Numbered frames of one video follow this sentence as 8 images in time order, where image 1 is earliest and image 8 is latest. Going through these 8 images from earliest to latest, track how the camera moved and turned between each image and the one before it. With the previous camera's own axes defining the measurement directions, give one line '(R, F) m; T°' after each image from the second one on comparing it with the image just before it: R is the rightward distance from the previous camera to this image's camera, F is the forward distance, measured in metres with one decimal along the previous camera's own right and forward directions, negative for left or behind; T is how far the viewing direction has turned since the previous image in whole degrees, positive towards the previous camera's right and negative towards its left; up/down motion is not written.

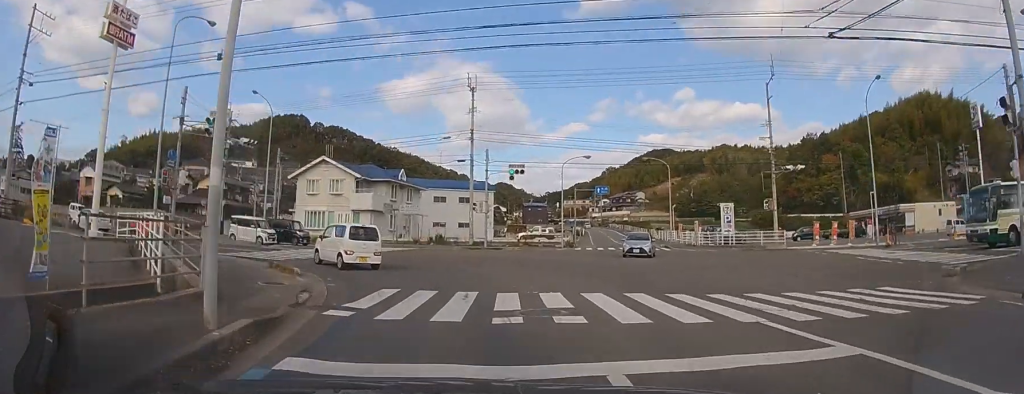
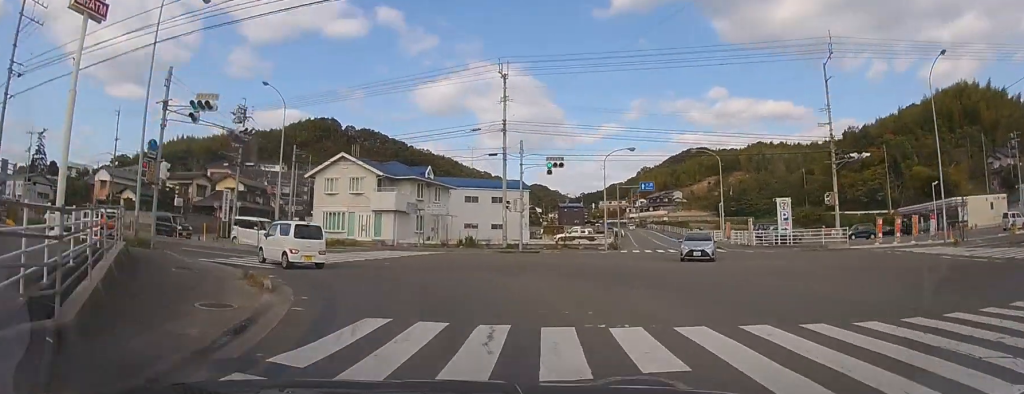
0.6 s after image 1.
(0.0, +4.5) m; -2°
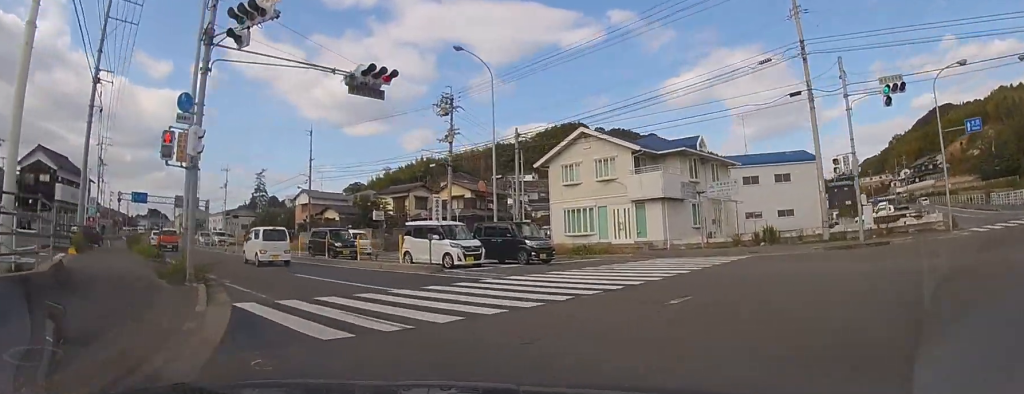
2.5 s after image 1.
(-1.9, +13.0) m; -23°
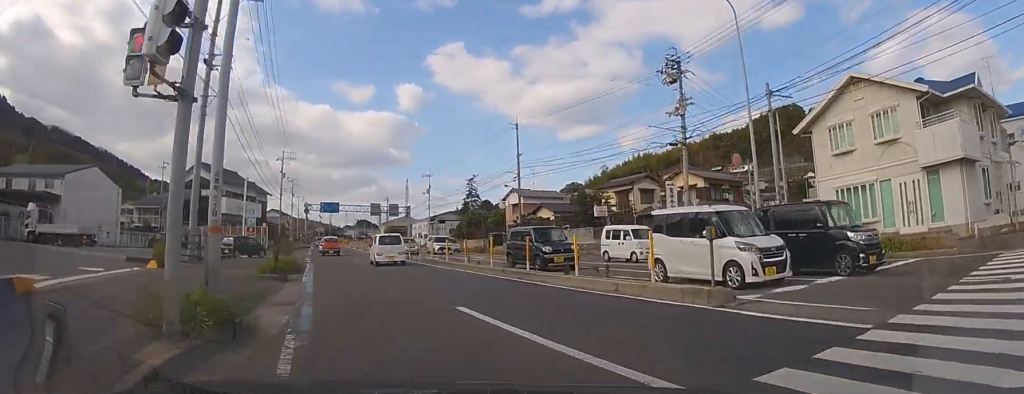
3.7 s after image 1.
(-1.6, +7.8) m; -22°
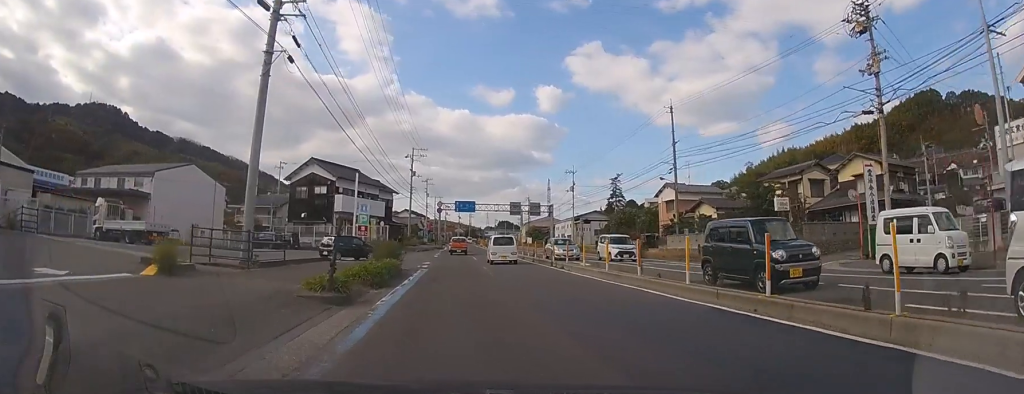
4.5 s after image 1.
(-0.8, +6.2) m; -16°
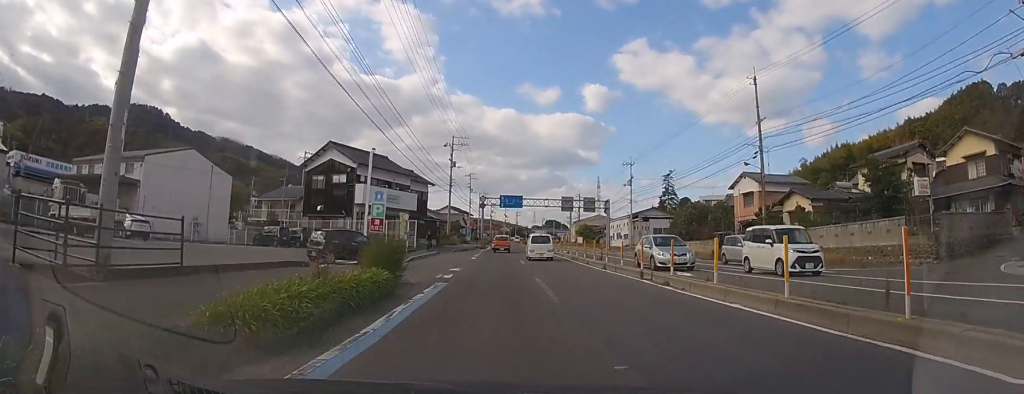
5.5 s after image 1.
(-1.1, +7.8) m; -12°
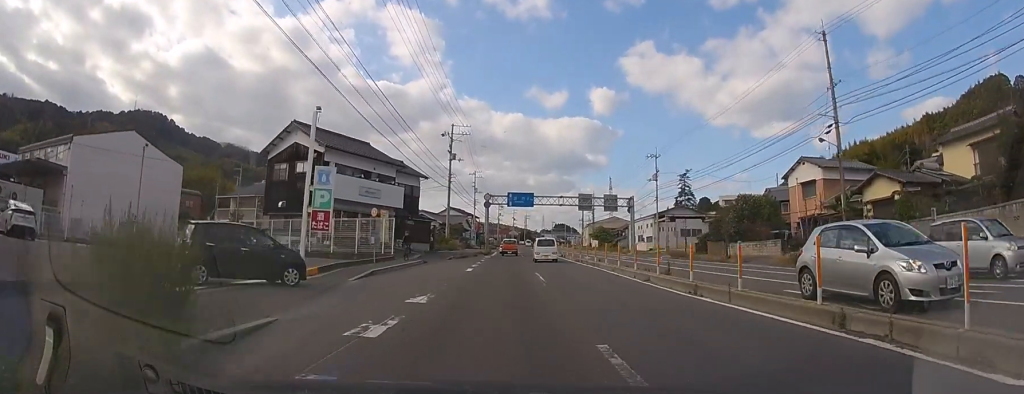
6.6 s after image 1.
(-0.5, +9.0) m; -4°
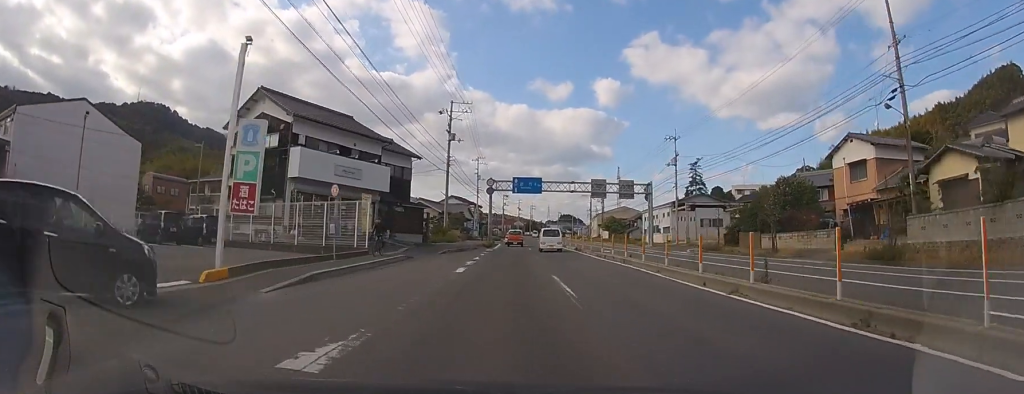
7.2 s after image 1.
(-0.1, +6.0) m; 0°
